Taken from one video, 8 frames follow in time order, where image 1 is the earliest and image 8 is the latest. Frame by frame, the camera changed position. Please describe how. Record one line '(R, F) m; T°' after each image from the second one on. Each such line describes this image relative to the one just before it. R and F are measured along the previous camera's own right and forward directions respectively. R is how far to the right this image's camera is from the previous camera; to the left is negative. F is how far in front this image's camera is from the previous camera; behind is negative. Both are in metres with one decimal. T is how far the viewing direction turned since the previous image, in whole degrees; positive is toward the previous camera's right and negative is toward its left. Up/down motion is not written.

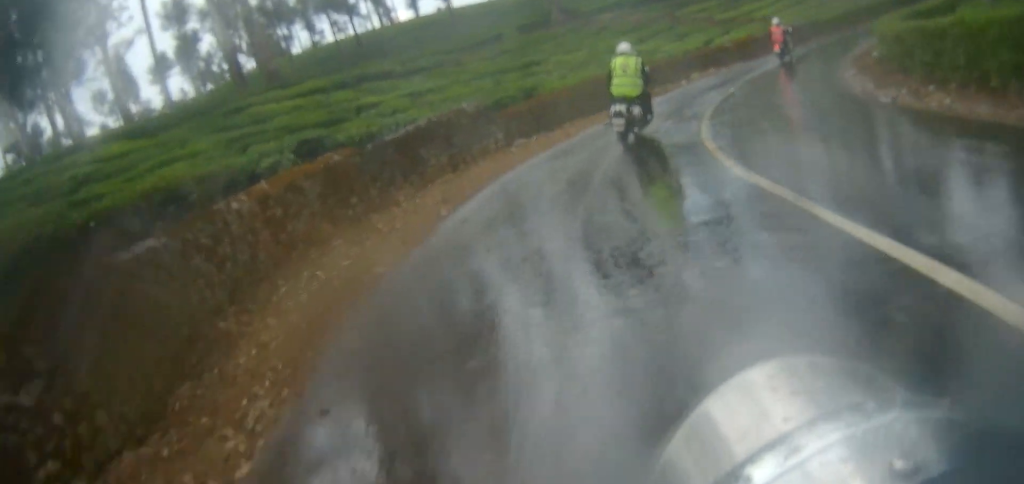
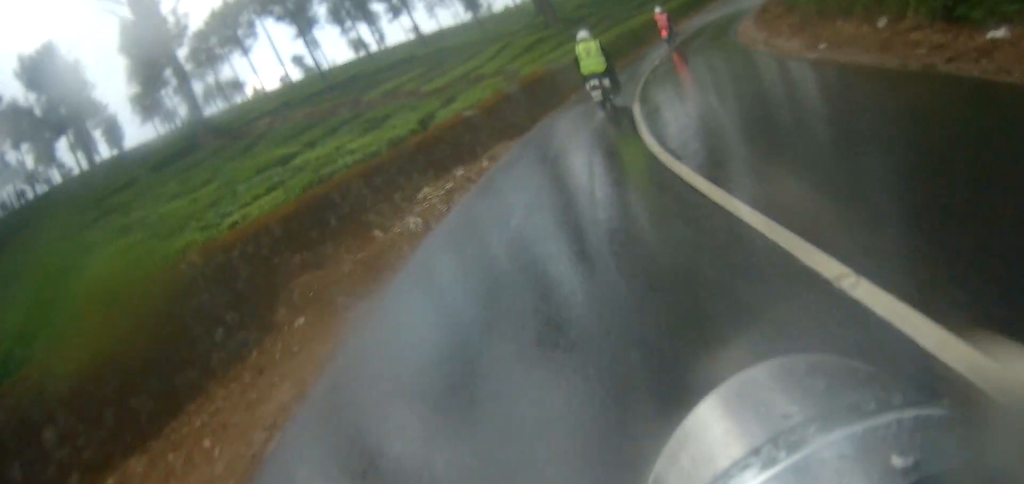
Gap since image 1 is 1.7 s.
(+2.5, +14.8) m; +23°
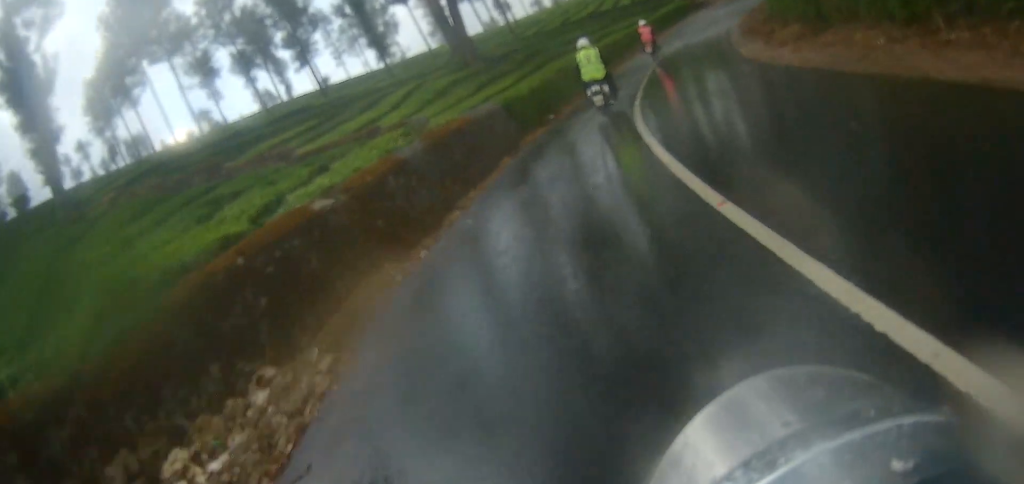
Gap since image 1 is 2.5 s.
(+0.9, +7.3) m; +12°
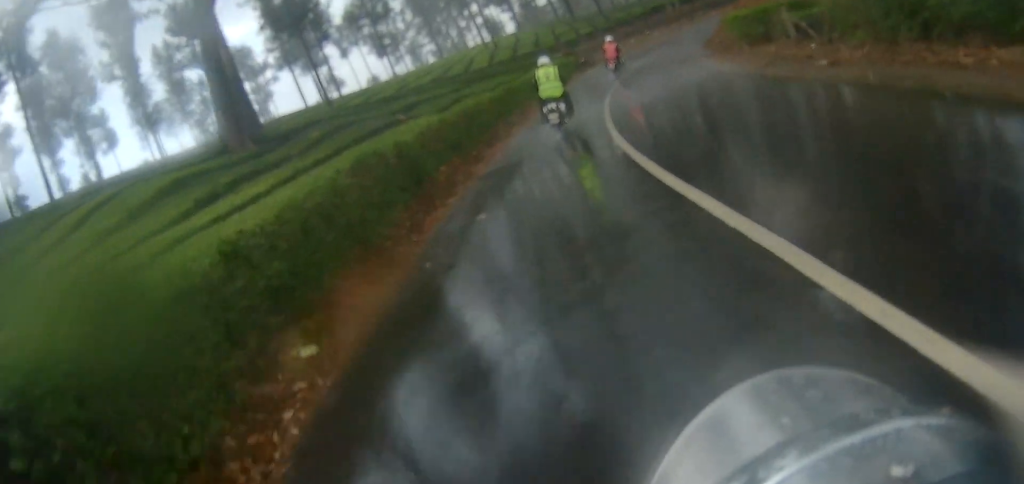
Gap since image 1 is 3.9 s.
(+2.5, +14.9) m; +22°
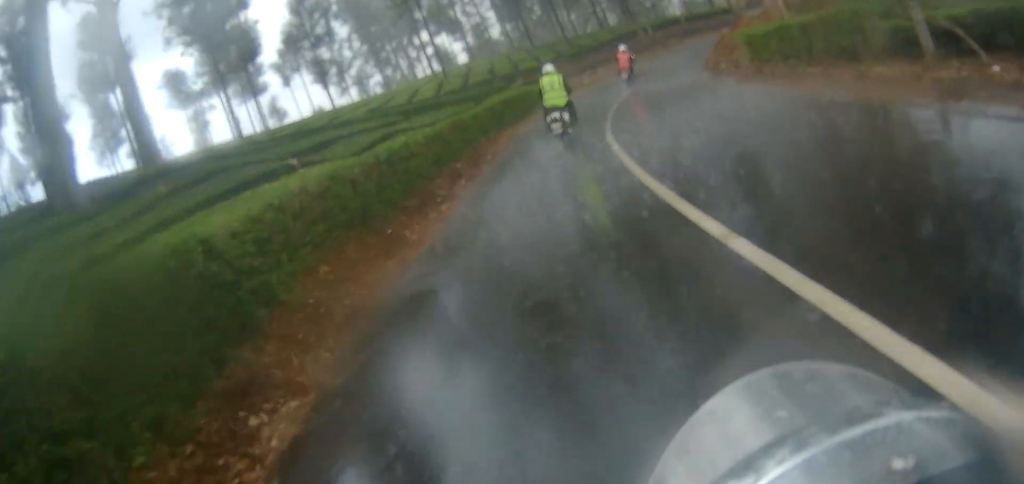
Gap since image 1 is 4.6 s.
(+1.1, +7.0) m; +6°
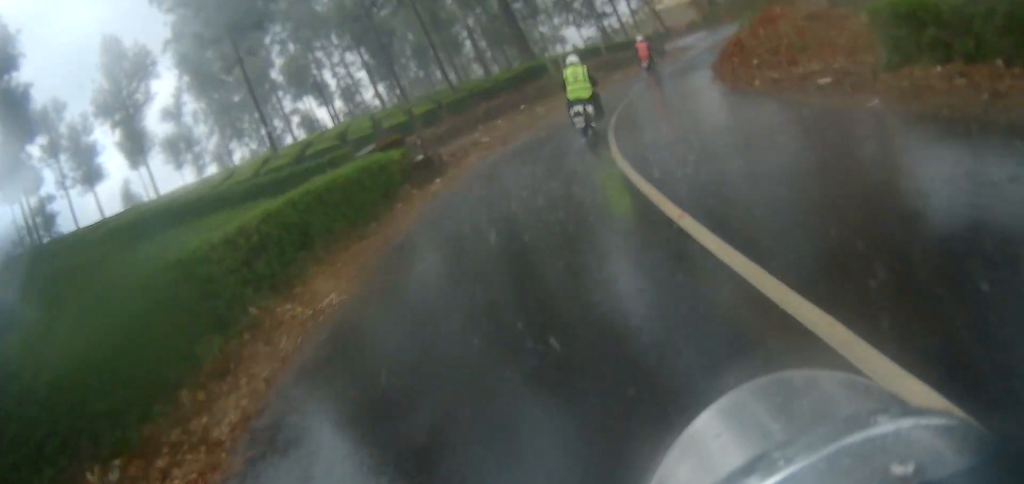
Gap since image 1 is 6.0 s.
(+0.7, +14.8) m; +5°
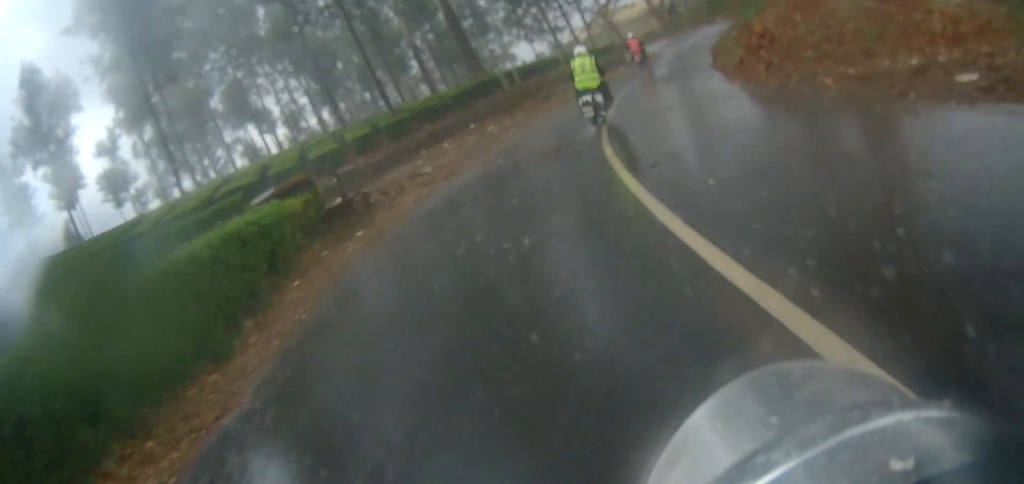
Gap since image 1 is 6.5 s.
(-0.1, +4.6) m; +6°
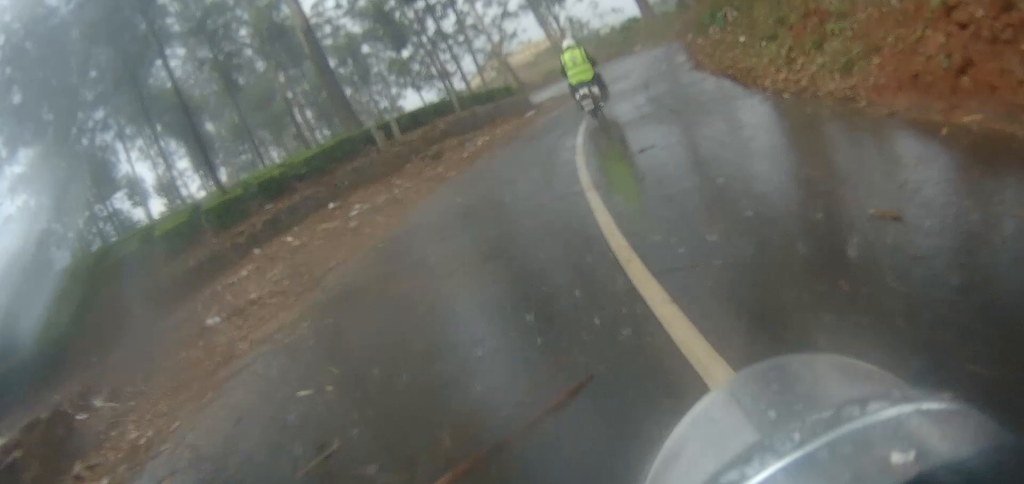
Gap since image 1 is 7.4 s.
(+0.8, +8.3) m; +13°
